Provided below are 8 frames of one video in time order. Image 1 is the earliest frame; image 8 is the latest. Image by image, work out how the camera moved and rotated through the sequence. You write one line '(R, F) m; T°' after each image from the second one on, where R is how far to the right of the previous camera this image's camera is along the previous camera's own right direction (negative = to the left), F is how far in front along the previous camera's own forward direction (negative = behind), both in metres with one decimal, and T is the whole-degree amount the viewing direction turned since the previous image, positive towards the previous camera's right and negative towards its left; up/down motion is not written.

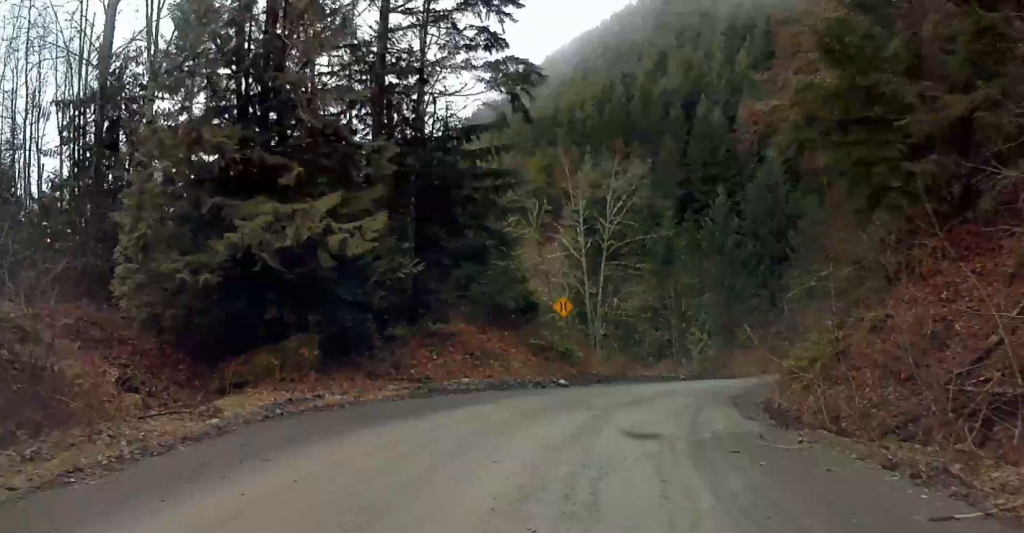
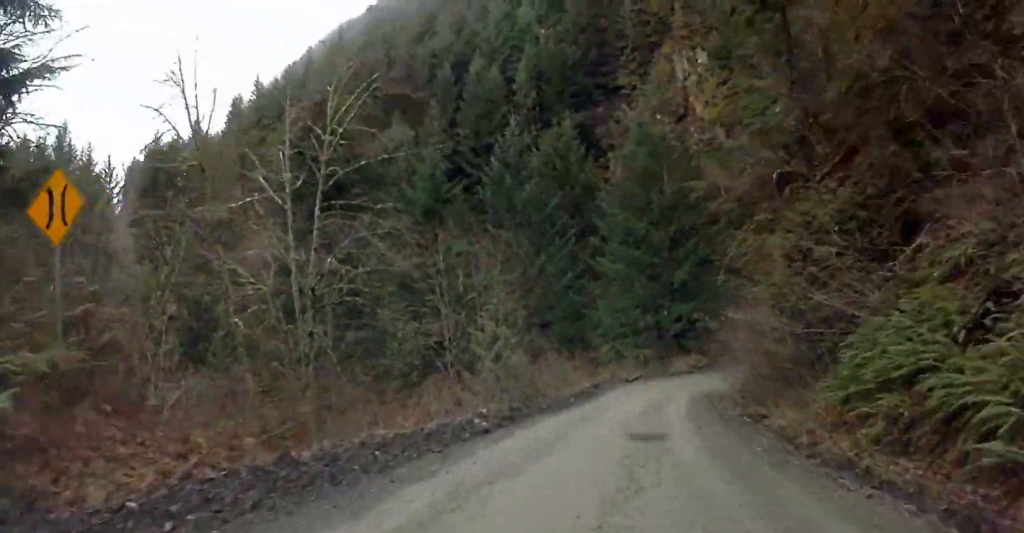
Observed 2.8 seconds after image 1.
(+1.5, +30.4) m; +16°
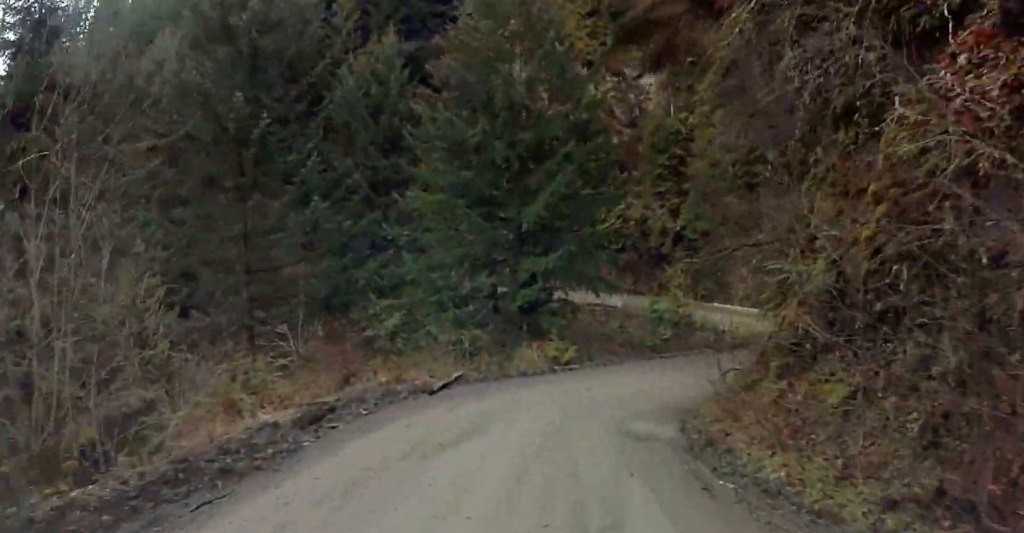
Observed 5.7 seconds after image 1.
(+7.6, +24.8) m; +32°
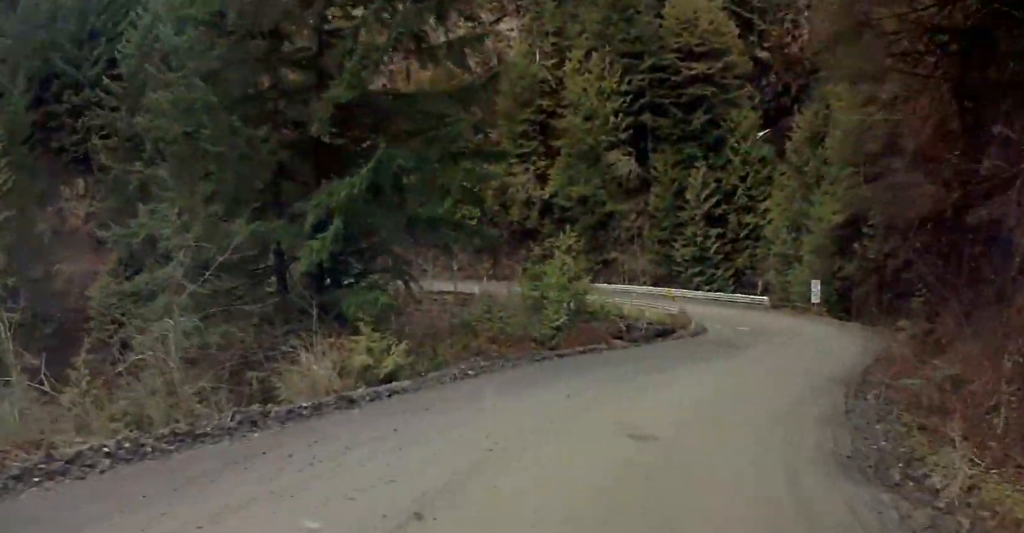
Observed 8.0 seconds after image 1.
(+4.2, +19.6) m; +14°
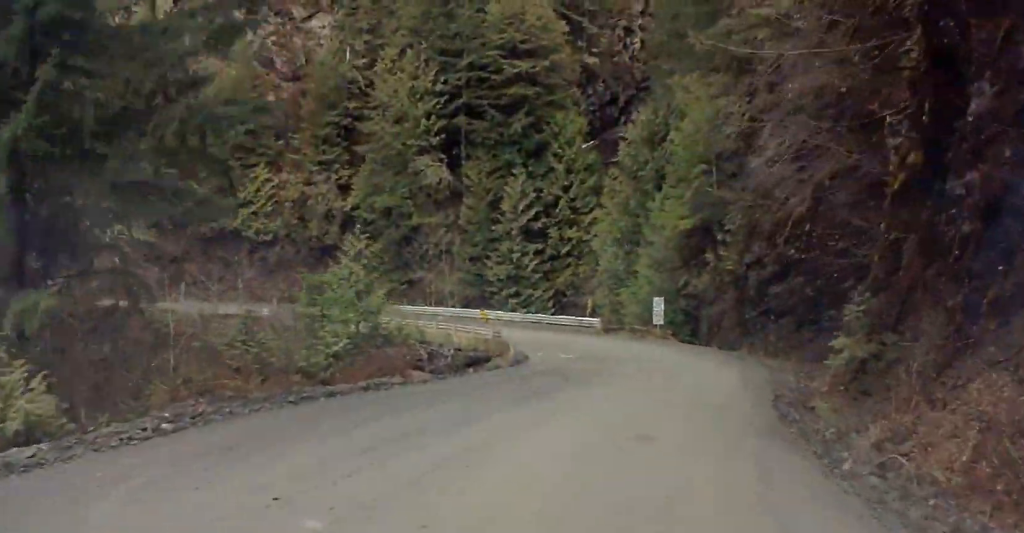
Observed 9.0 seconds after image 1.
(+0.3, +9.8) m; -1°
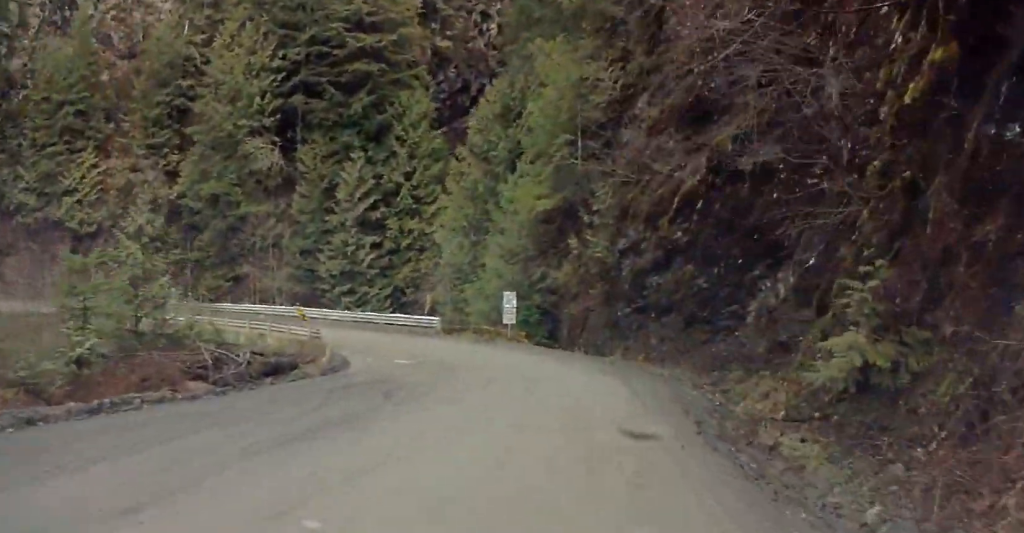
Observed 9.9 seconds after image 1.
(+0.1, +8.8) m; -5°
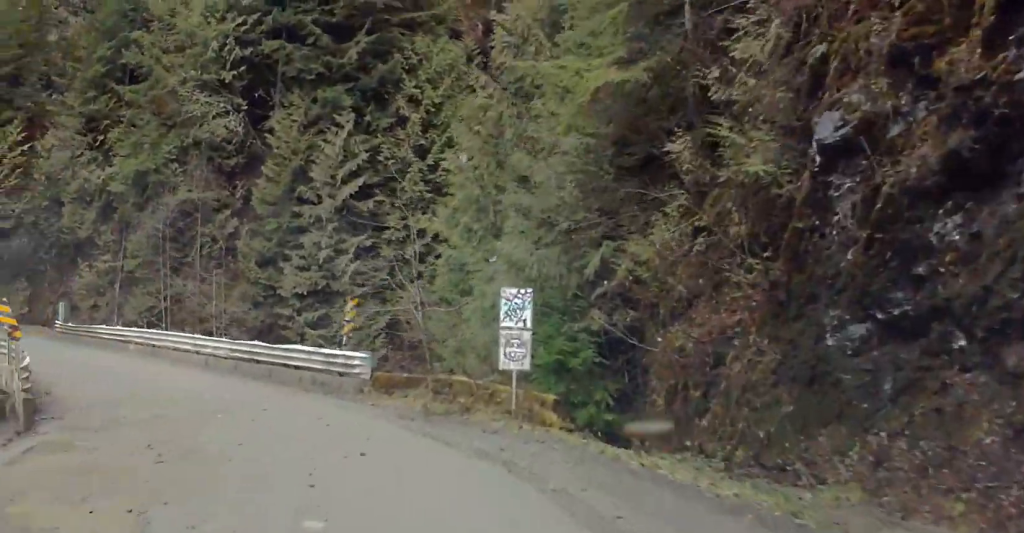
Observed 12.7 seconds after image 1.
(-4.7, +28.7) m; -17°
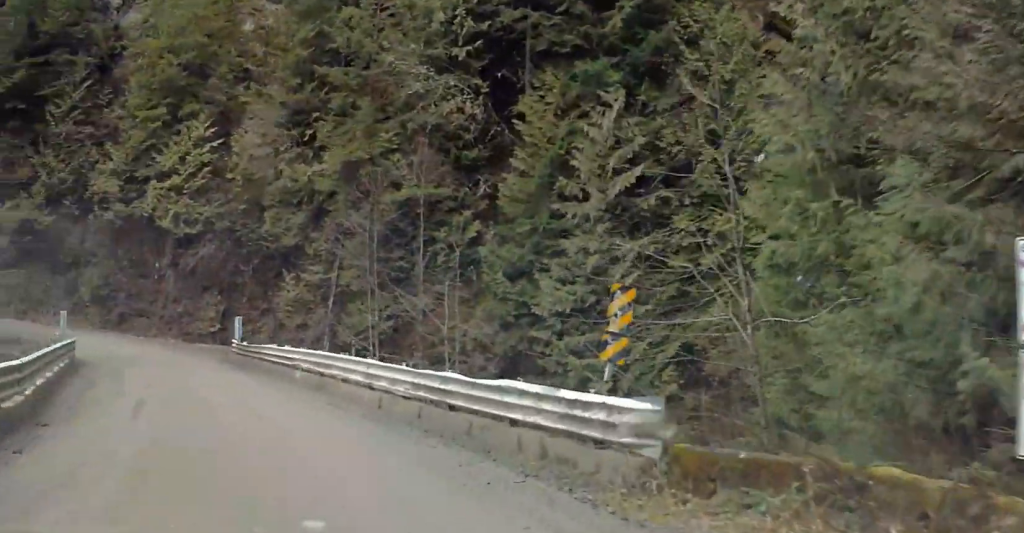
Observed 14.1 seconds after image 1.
(-0.2, +14.2) m; -11°
